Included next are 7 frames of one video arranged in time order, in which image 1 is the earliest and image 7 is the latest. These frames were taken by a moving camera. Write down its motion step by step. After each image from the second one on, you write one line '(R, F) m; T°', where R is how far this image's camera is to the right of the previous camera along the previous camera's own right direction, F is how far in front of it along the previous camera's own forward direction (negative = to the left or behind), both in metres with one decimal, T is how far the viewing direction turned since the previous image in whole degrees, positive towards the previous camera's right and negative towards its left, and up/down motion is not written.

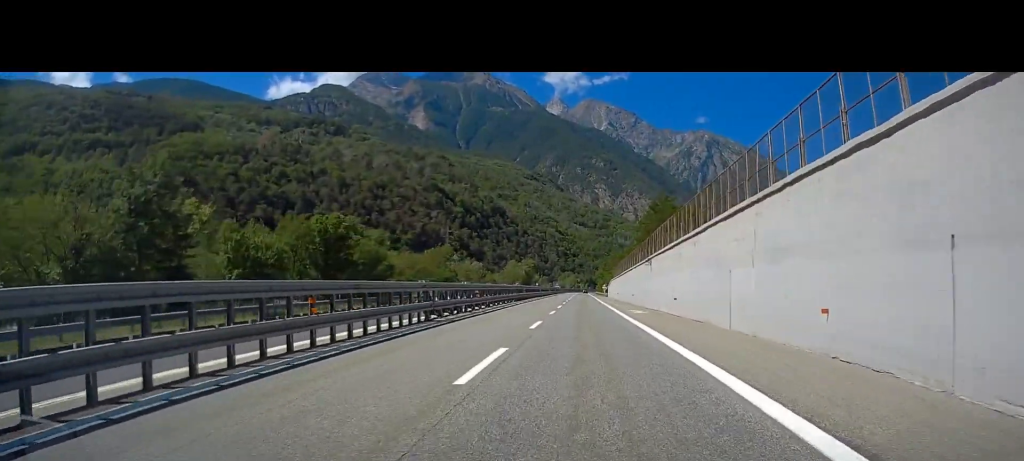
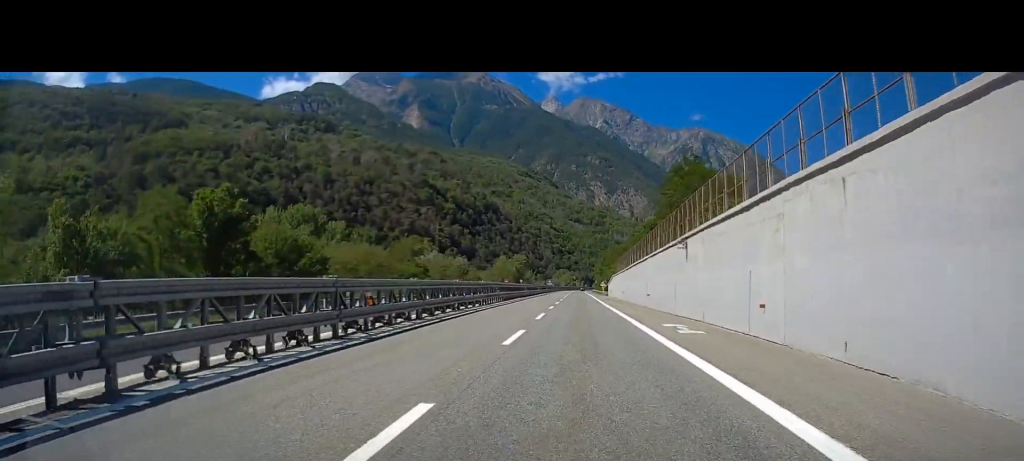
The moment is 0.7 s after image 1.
(0.0, +22.3) m; +1°
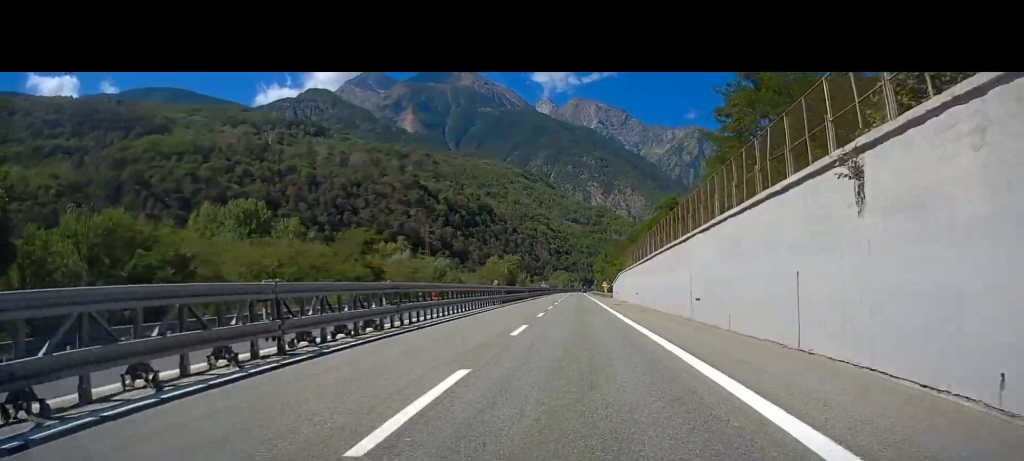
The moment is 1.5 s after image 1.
(+0.4, +23.1) m; +1°
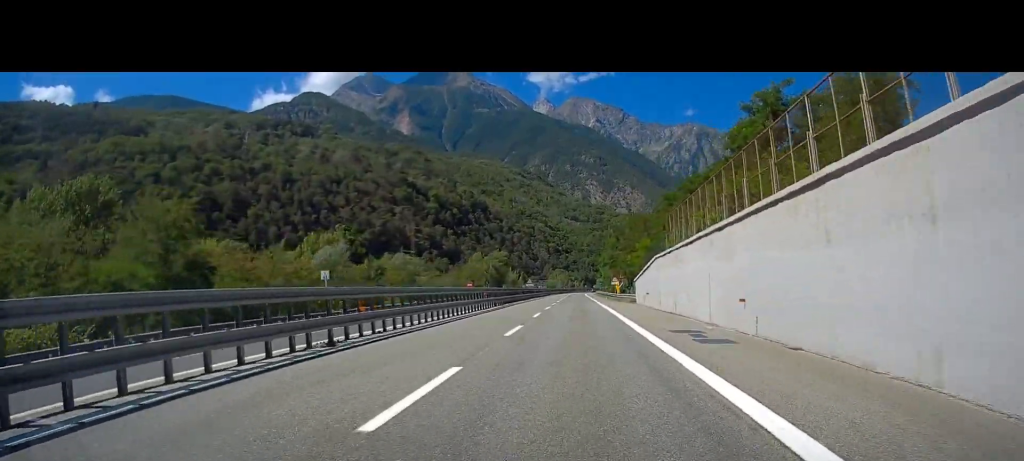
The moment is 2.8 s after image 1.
(0.0, +37.2) m; -1°
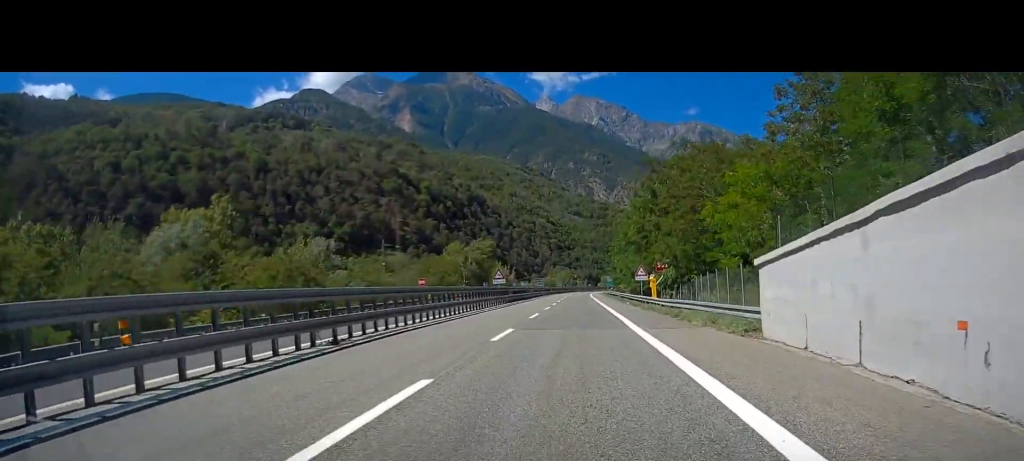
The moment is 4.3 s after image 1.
(-0.4, +35.8) m; -1°
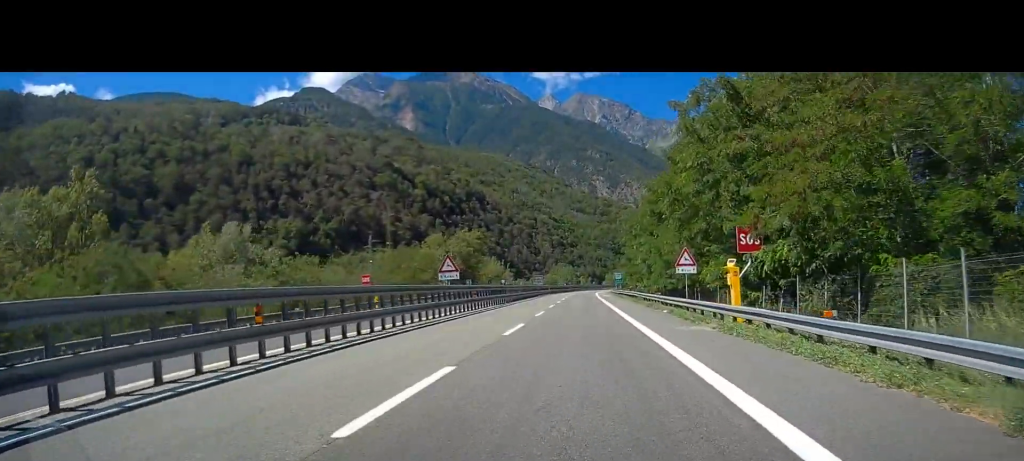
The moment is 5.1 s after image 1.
(0.0, +19.6) m; 0°
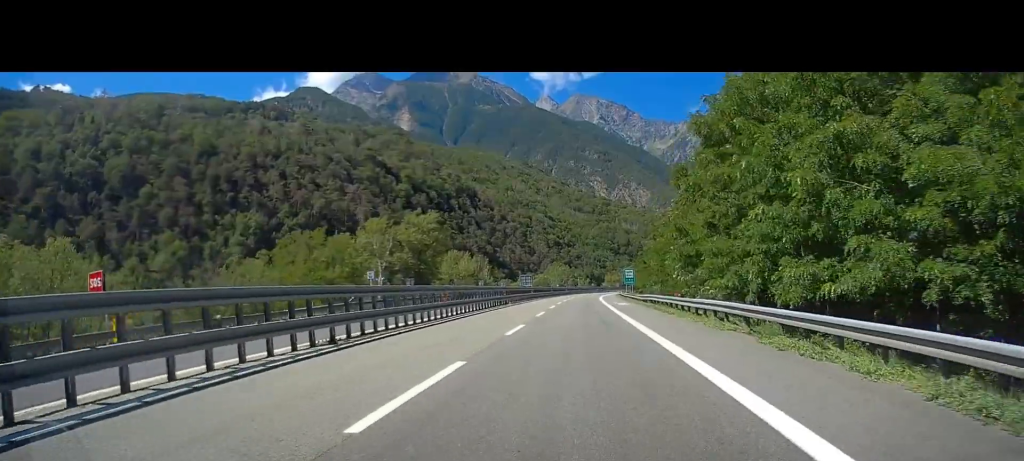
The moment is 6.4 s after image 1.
(+0.1, +27.1) m; 0°
